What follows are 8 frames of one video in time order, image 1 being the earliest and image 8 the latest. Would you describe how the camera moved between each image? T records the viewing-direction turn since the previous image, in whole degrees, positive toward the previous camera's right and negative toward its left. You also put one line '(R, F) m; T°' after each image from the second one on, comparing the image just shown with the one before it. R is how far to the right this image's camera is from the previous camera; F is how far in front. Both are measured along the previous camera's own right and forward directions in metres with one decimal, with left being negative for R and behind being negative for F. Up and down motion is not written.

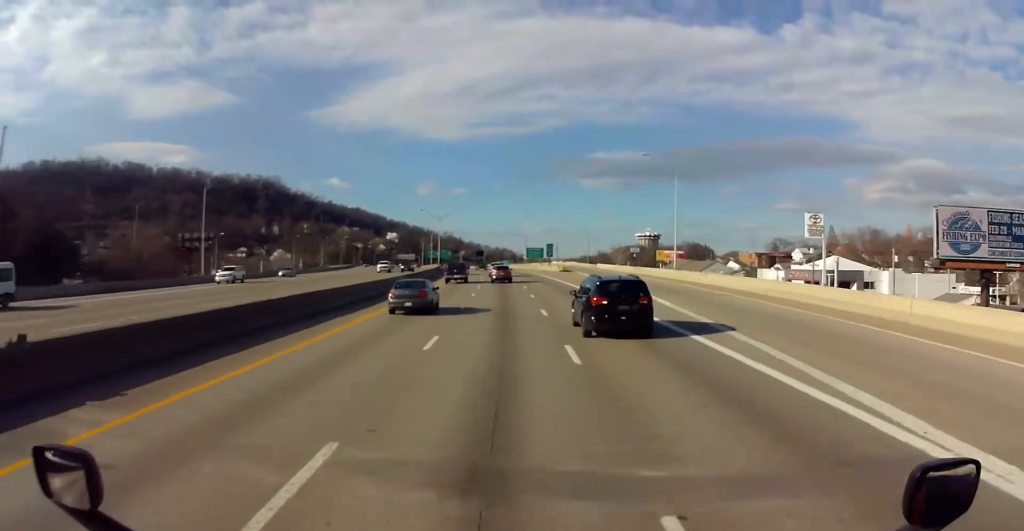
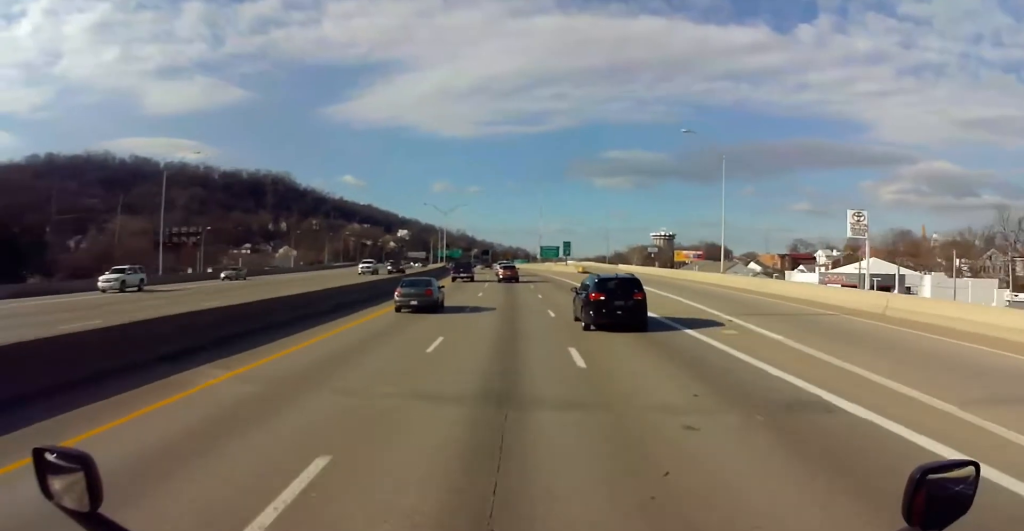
(0.0, +12.4) m; 0°
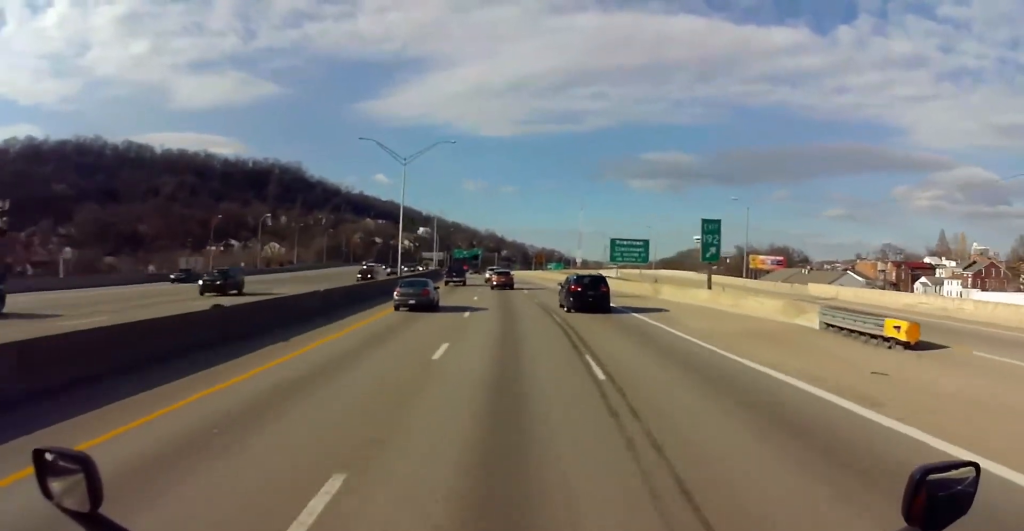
(-1.9, +69.0) m; -5°
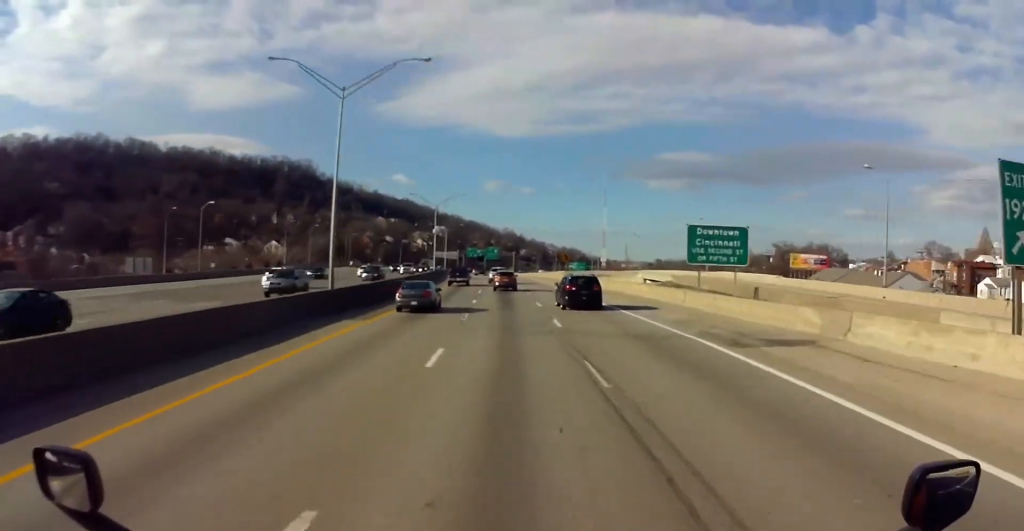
(-0.3, +25.6) m; -1°
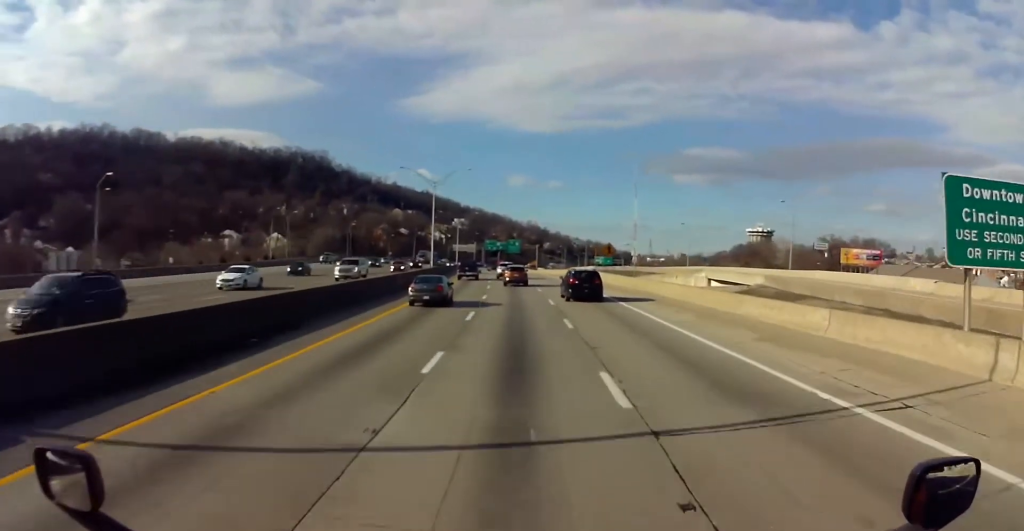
(-0.2, +28.0) m; -2°
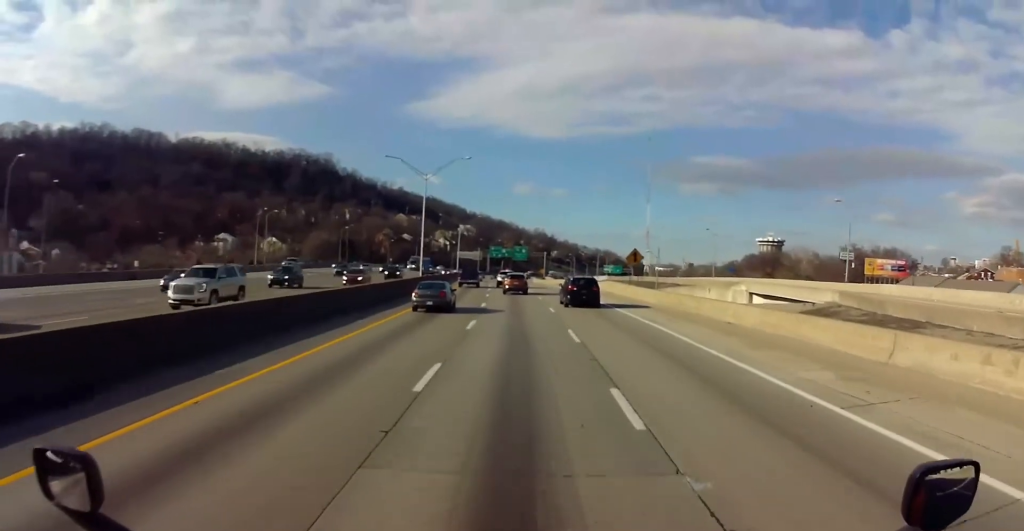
(0.0, +14.1) m; -1°
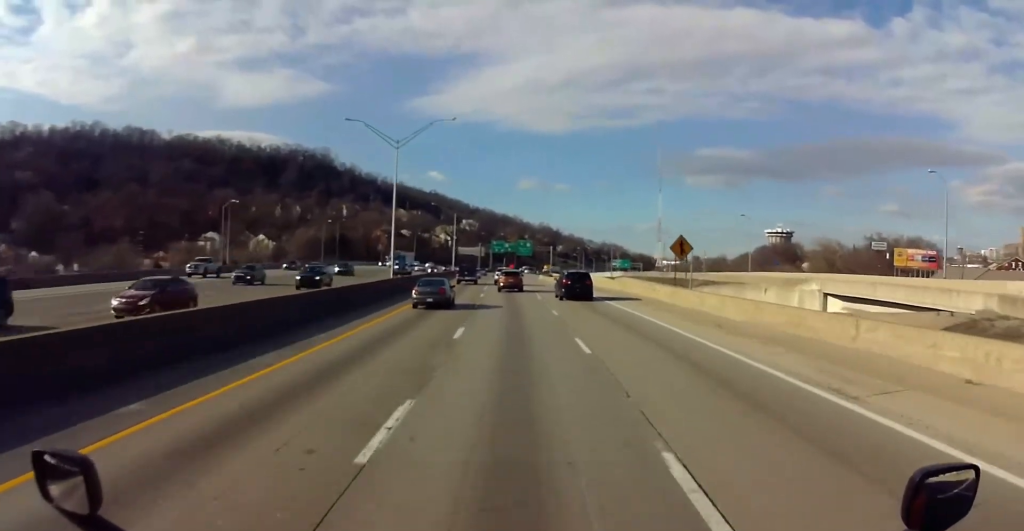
(-0.3, +17.6) m; 0°
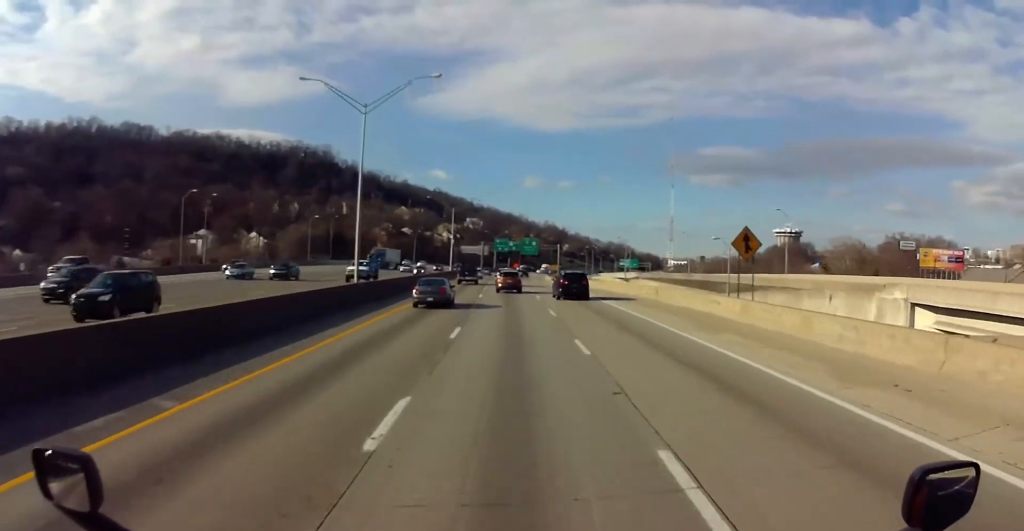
(-0.3, +12.8) m; 0°
